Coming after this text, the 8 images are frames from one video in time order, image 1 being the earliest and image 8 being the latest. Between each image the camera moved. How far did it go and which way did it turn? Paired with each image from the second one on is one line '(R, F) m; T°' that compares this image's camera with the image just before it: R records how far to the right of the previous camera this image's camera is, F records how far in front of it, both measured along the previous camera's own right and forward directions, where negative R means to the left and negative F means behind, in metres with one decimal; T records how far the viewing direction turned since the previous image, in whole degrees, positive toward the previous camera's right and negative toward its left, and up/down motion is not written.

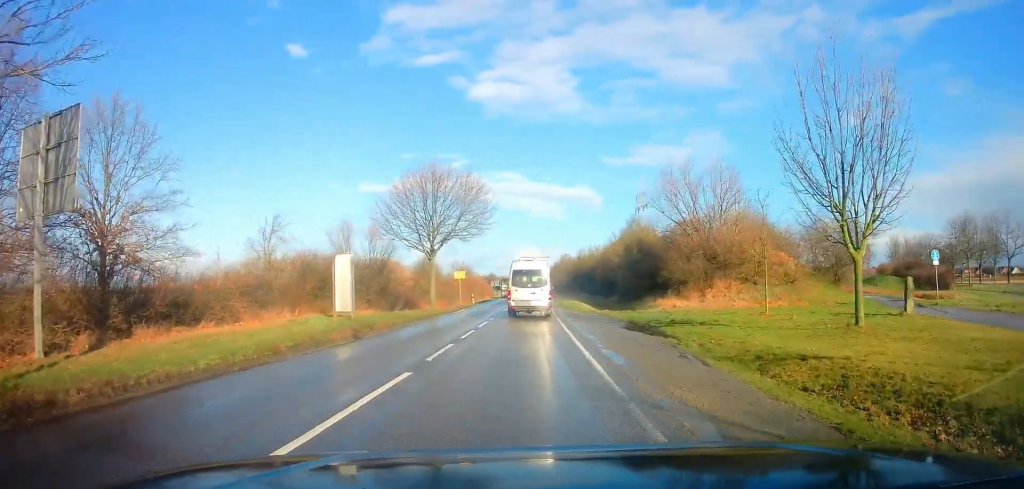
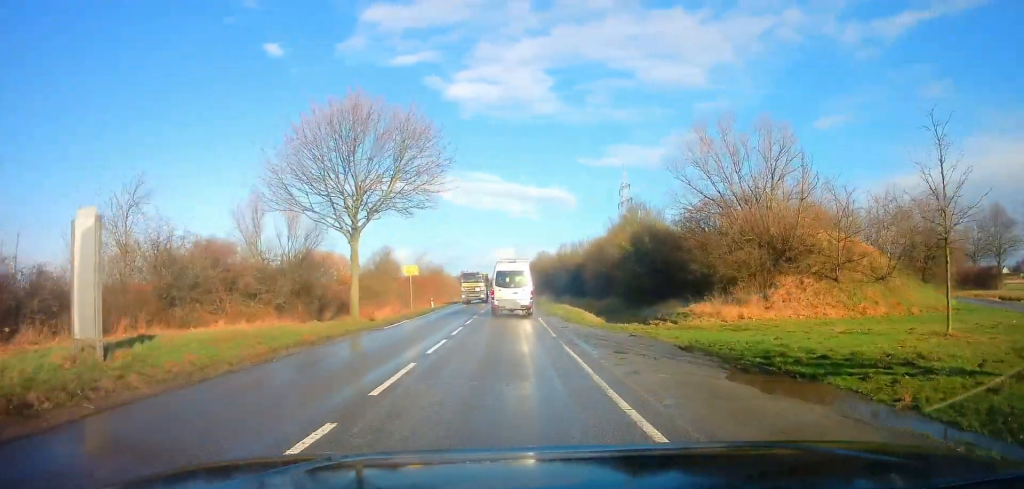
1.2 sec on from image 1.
(+0.5, +13.3) m; +1°
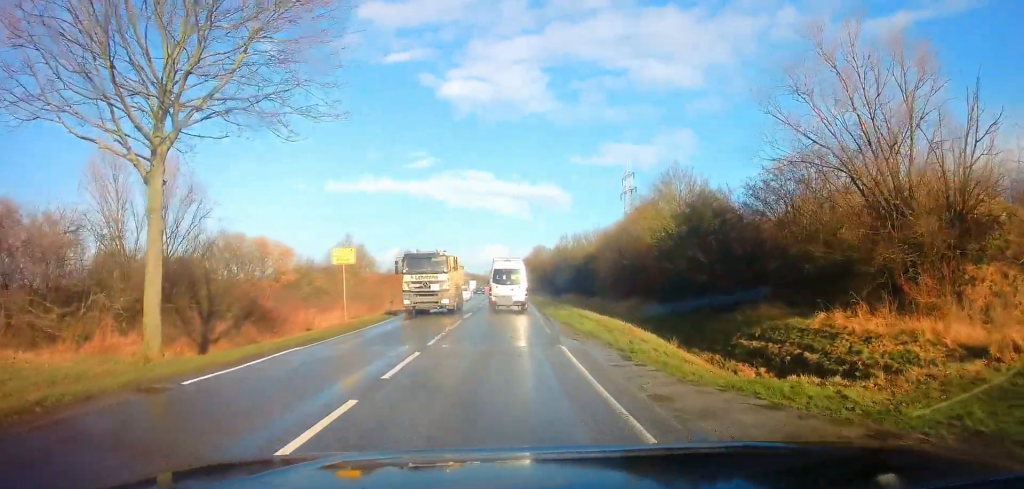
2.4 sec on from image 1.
(+0.1, +13.4) m; +1°
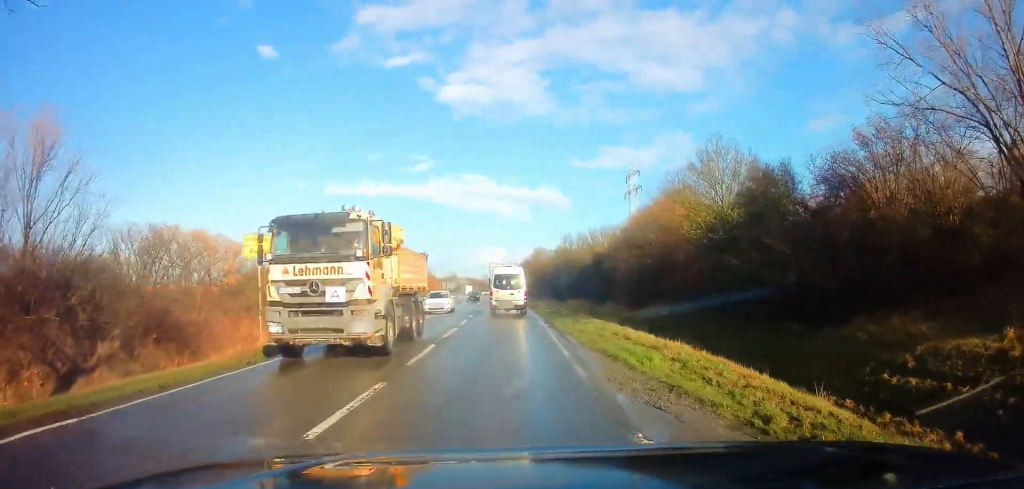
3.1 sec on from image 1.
(+0.2, +7.8) m; 0°
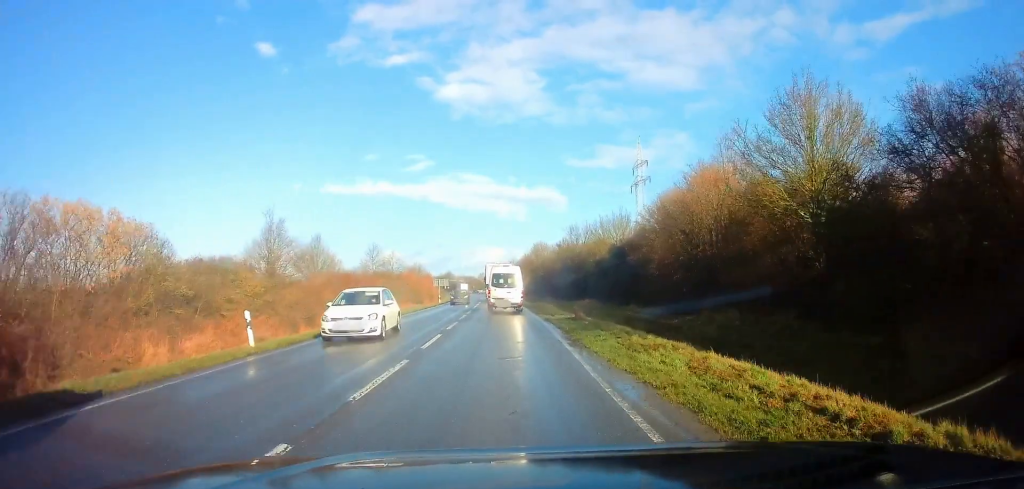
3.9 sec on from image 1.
(-0.3, +9.5) m; -2°
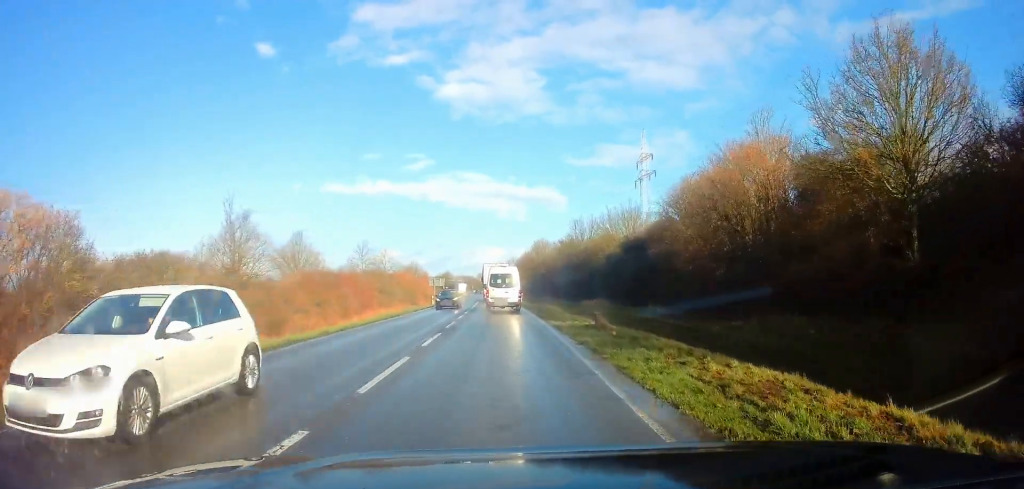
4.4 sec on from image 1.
(0.0, +5.5) m; -1°
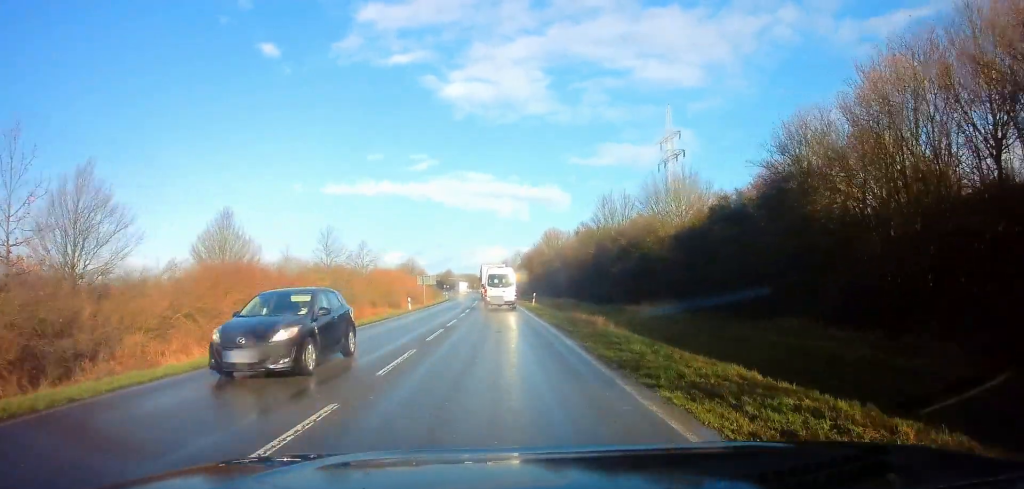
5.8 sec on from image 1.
(-0.2, +16.5) m; -1°
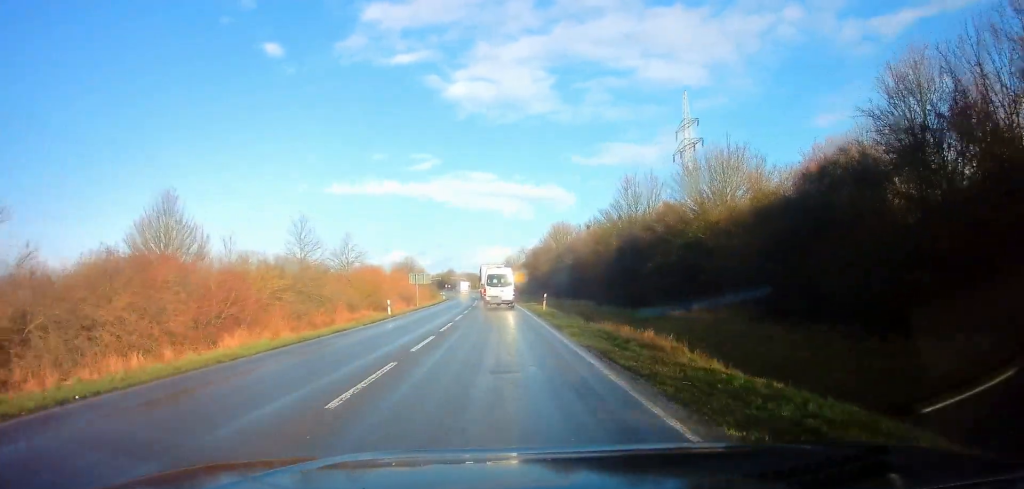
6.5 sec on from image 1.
(+0.1, +8.3) m; +1°
